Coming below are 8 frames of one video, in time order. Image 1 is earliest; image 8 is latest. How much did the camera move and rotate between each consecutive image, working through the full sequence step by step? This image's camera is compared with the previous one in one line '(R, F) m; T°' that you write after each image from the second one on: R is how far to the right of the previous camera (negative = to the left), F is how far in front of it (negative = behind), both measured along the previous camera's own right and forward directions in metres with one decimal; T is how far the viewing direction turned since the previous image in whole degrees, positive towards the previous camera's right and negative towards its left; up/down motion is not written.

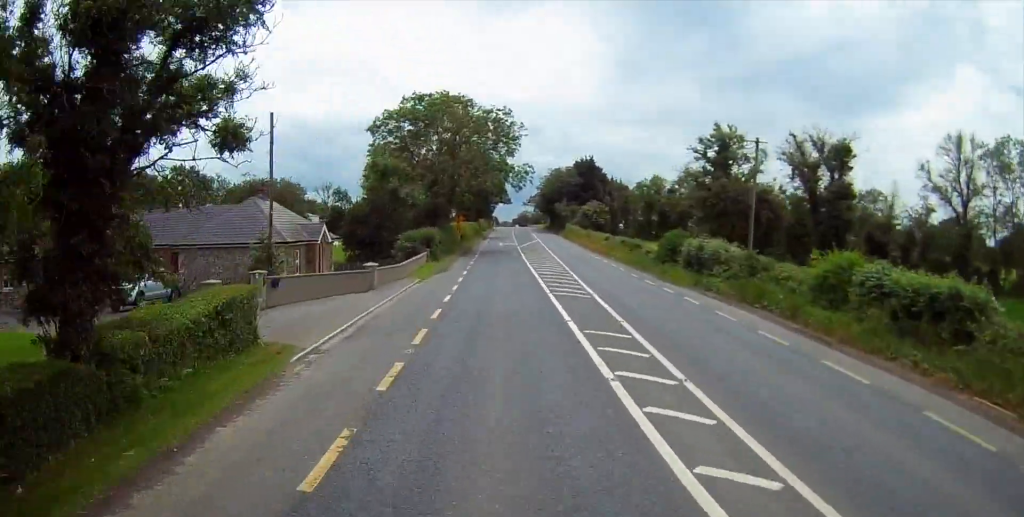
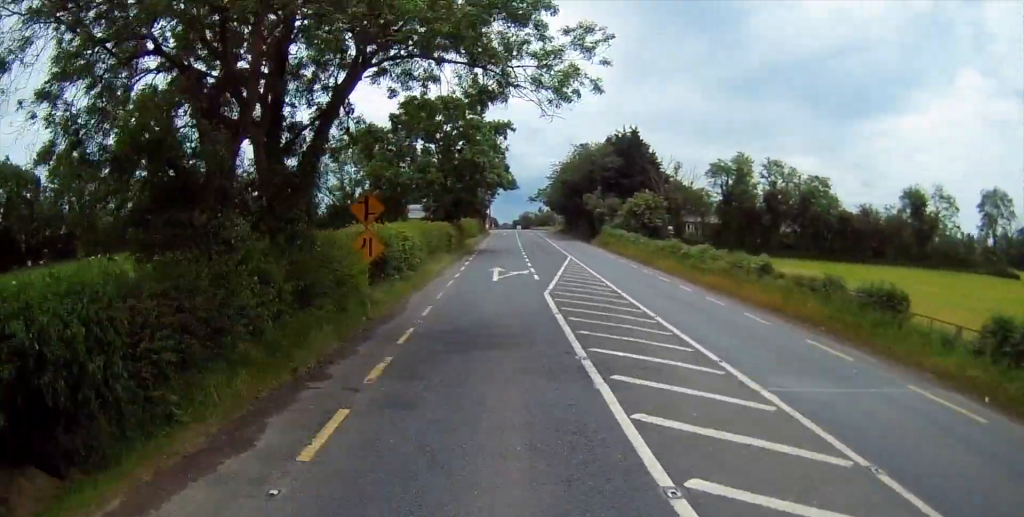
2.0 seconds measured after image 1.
(-0.2, +42.9) m; 0°
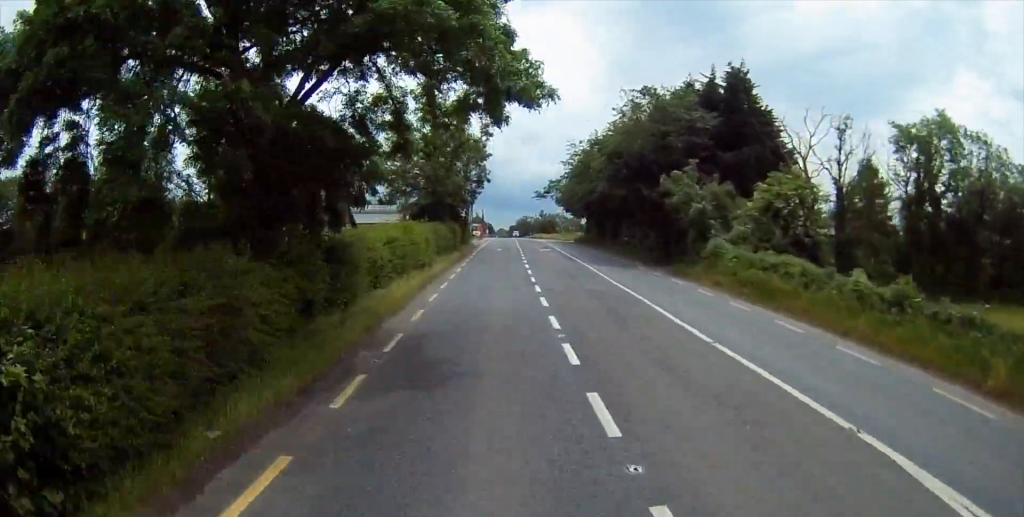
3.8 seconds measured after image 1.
(-0.2, +40.2) m; -1°
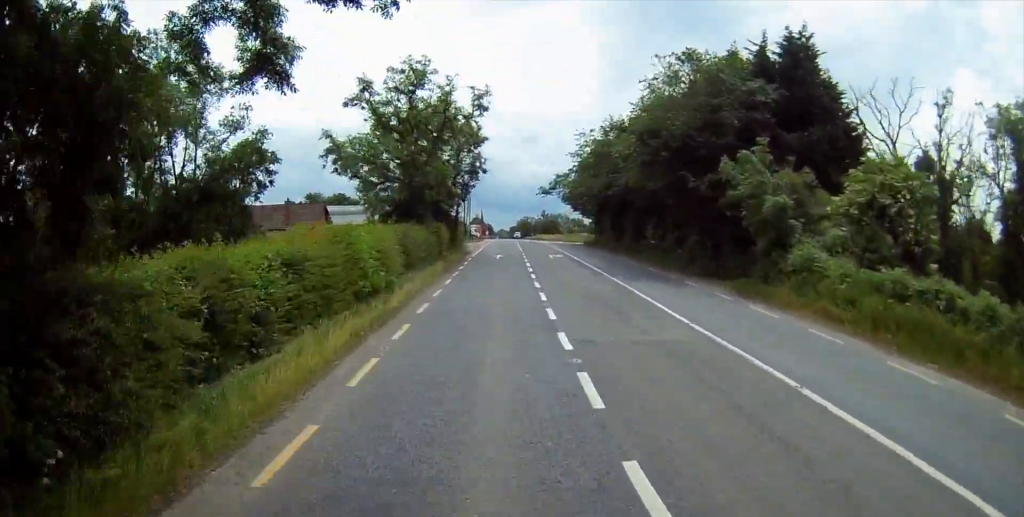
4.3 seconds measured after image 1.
(-0.1, +10.7) m; 0°
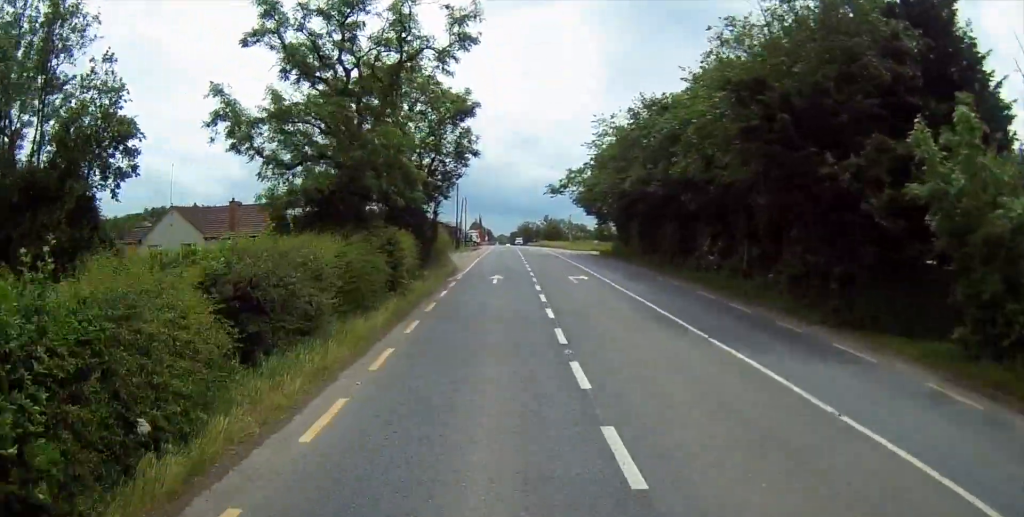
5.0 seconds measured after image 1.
(+0.1, +14.3) m; 0°
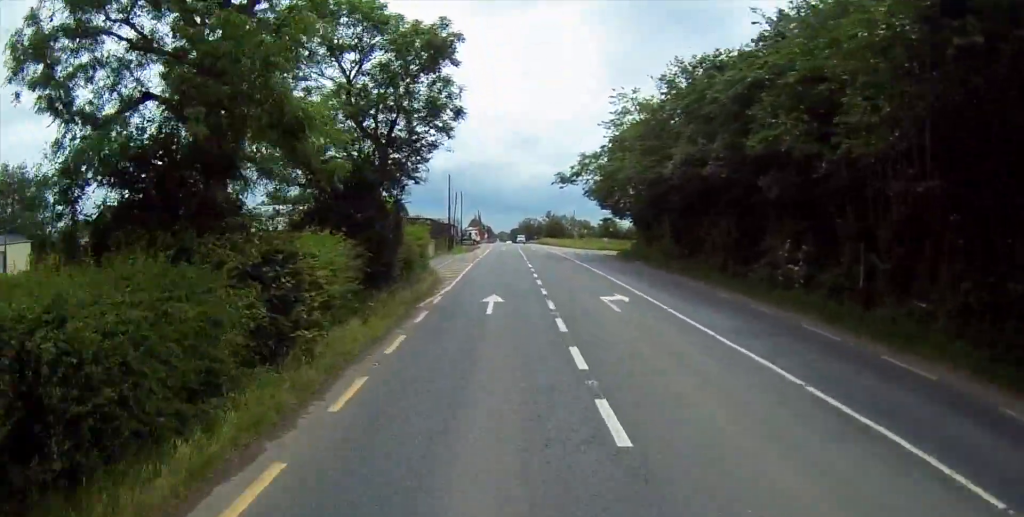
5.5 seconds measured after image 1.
(0.0, +10.7) m; 0°
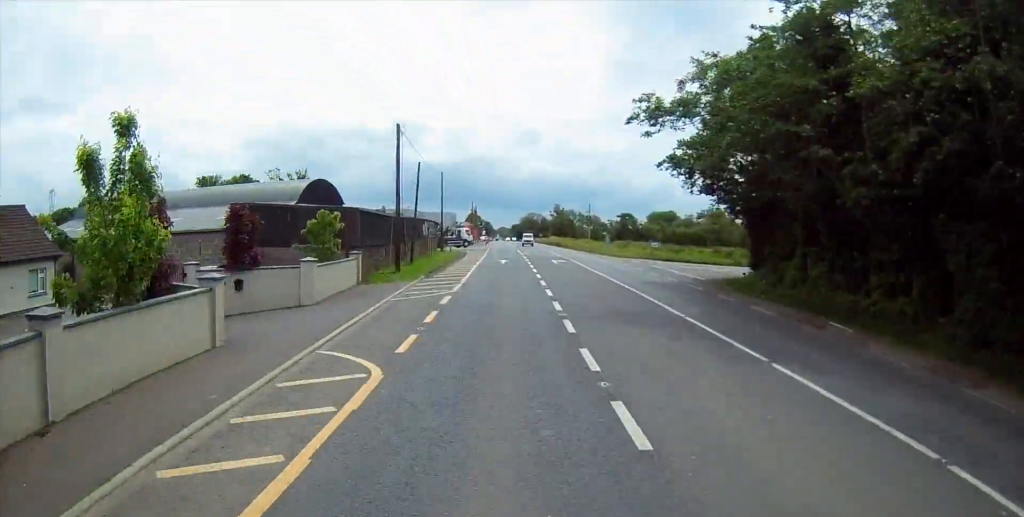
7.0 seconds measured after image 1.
(0.0, +31.8) m; 0°
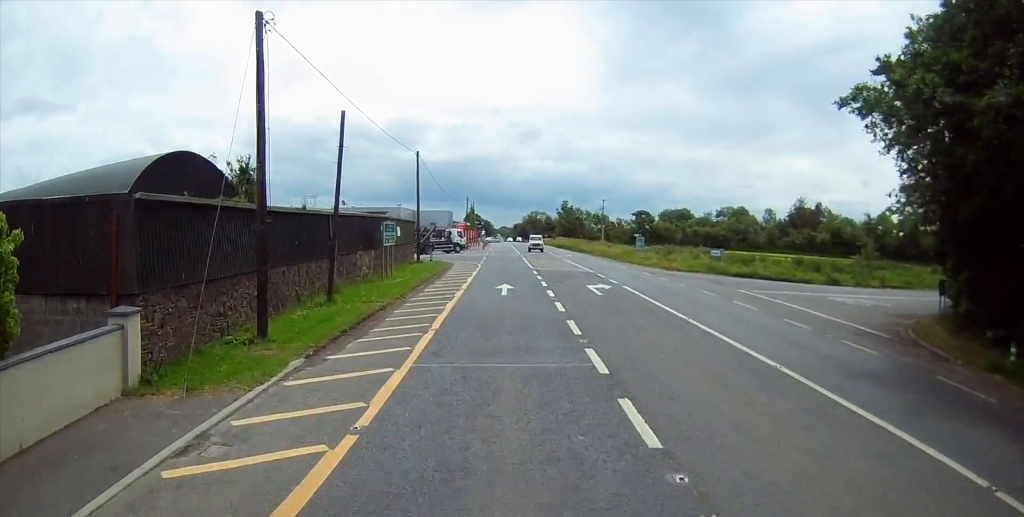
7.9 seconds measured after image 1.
(-0.1, +19.5) m; 0°
